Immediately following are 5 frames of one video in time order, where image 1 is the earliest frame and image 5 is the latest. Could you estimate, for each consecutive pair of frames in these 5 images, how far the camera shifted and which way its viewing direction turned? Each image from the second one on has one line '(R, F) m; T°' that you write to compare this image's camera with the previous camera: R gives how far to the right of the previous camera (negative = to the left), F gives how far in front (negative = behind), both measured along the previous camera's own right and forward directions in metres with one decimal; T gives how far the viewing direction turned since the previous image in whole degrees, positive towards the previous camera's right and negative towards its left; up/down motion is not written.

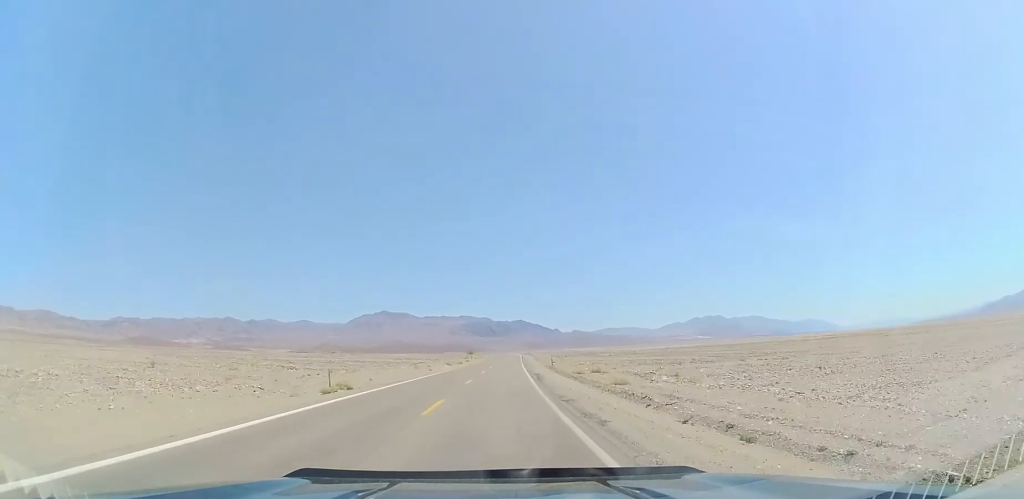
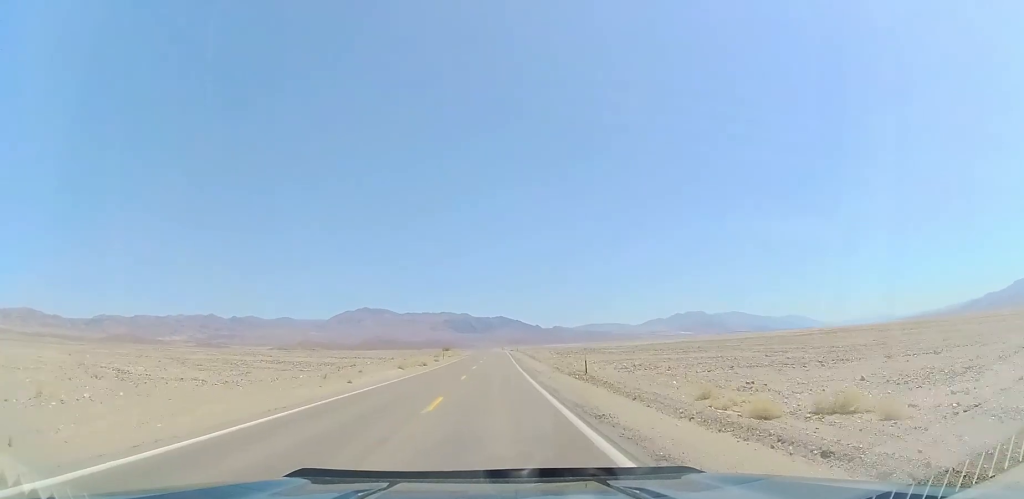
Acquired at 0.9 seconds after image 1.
(+0.5, +29.2) m; +3°
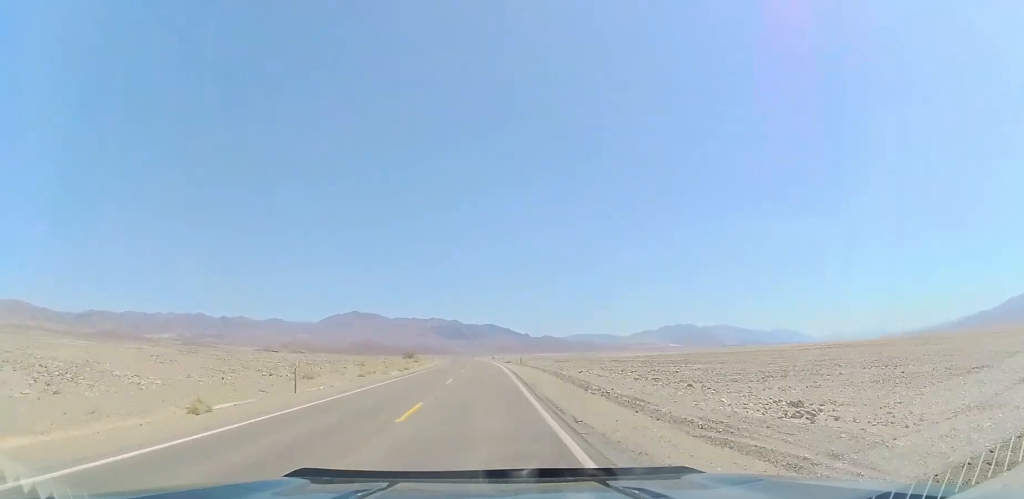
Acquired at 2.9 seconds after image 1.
(+2.7, +60.5) m; +4°
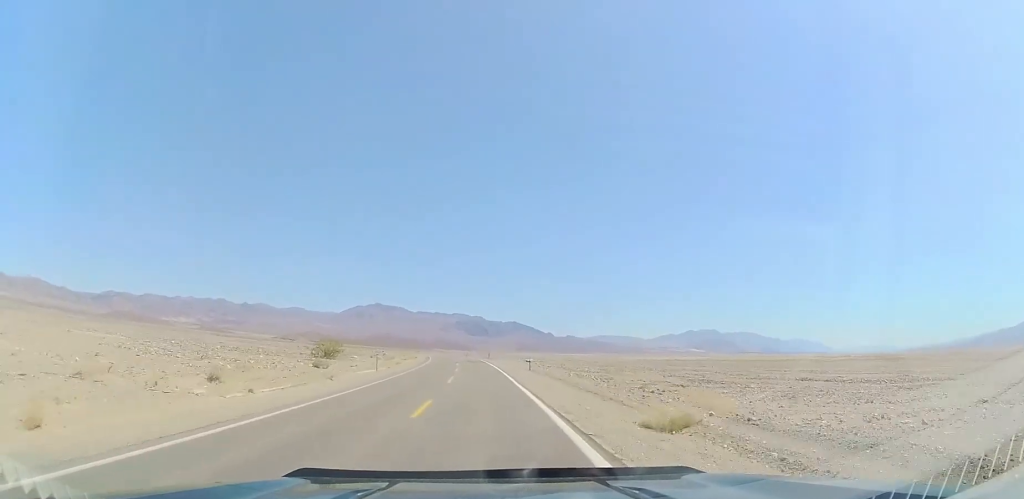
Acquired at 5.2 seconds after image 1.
(-0.9, +73.3) m; -2°
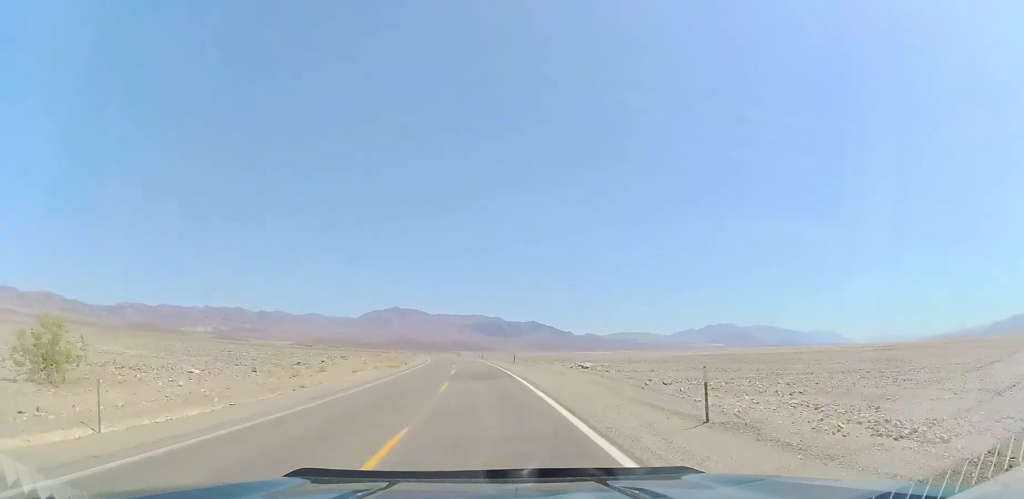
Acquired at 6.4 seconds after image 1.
(0.0, +36.4) m; -1°
